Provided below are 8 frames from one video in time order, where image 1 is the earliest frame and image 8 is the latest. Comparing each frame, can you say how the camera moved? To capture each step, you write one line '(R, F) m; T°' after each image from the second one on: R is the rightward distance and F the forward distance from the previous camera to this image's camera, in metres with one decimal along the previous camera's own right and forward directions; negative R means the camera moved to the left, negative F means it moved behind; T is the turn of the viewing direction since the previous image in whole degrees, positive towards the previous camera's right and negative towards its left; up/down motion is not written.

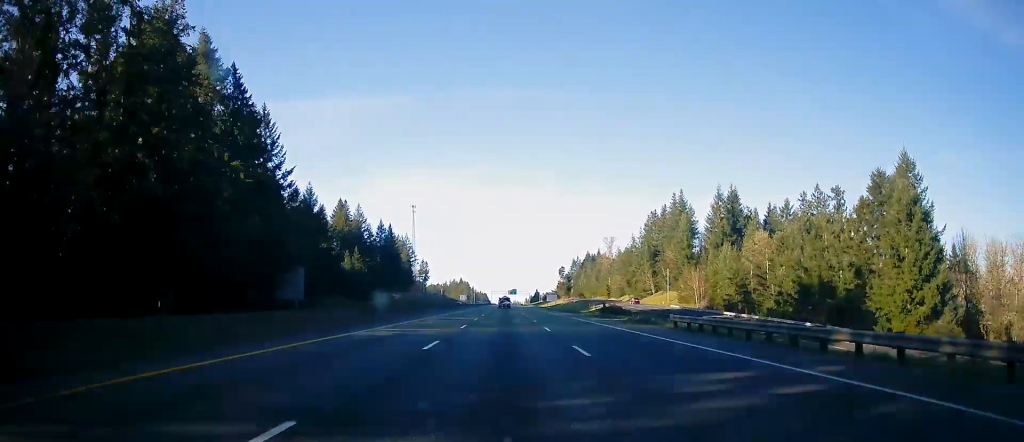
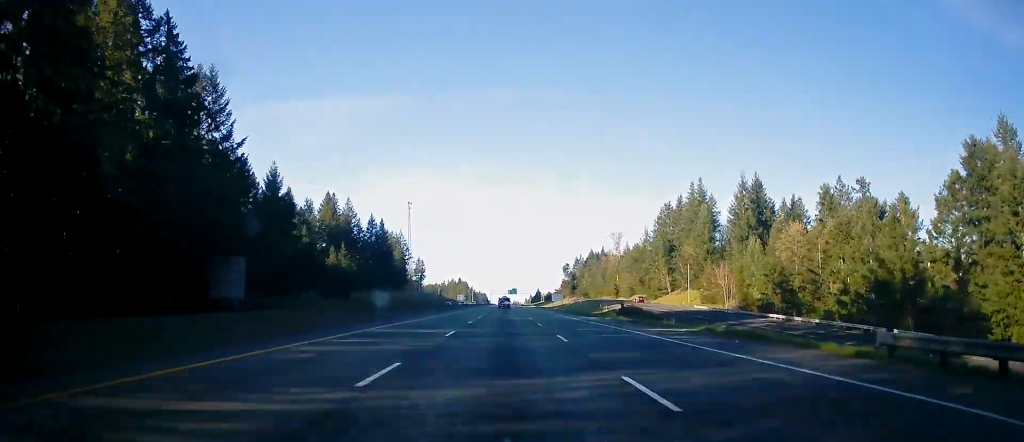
(-0.1, +18.8) m; 0°
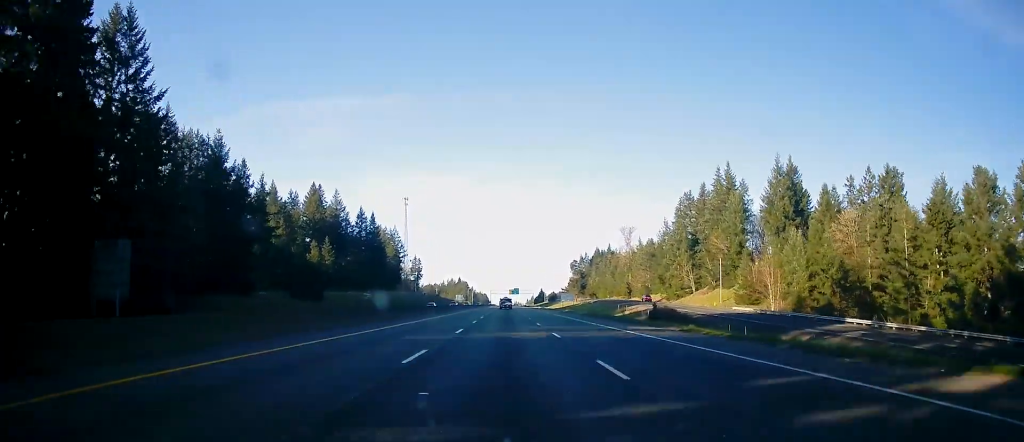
(0.0, +21.0) m; 0°
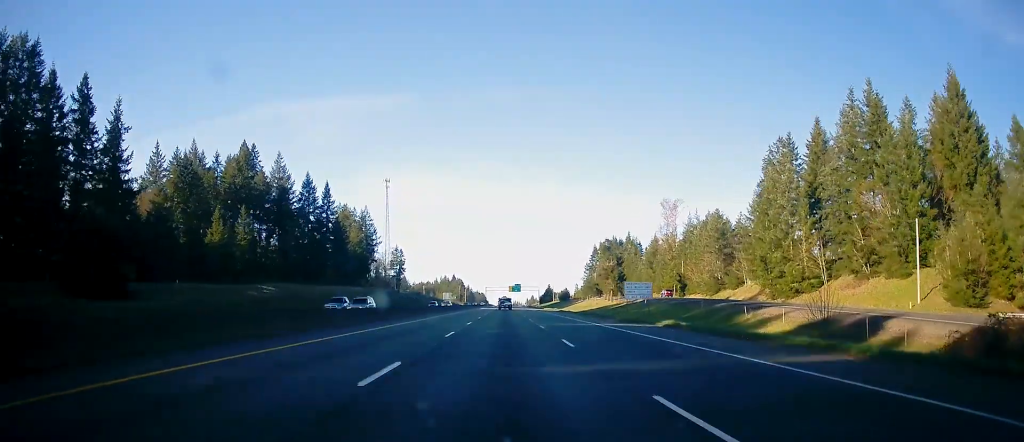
(+0.6, +64.0) m; +1°
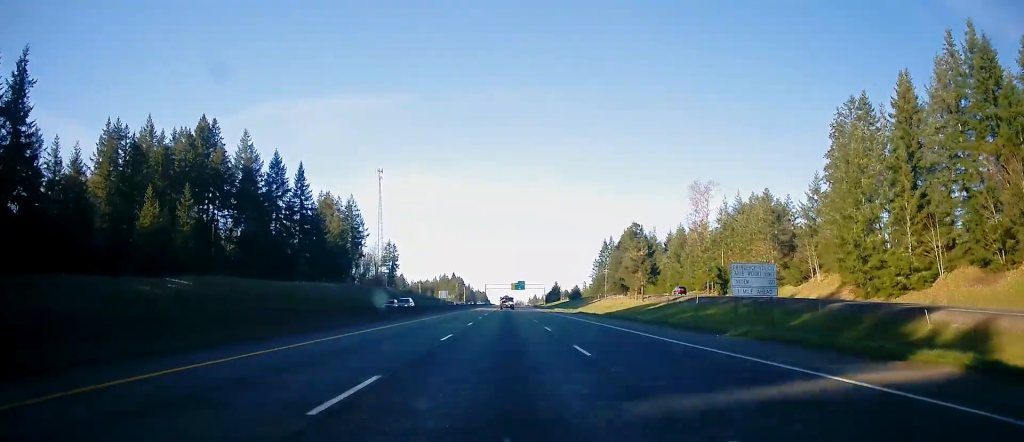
(-0.2, +26.5) m; -1°
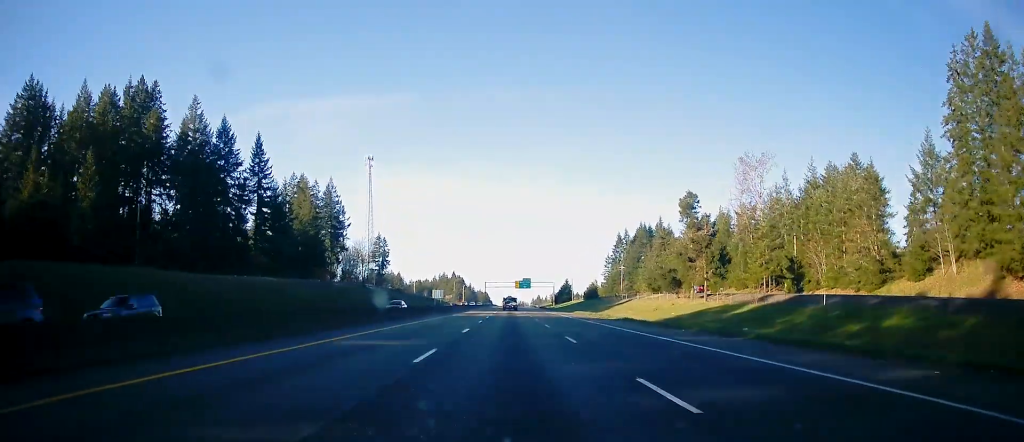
(-0.3, +32.0) m; 0°
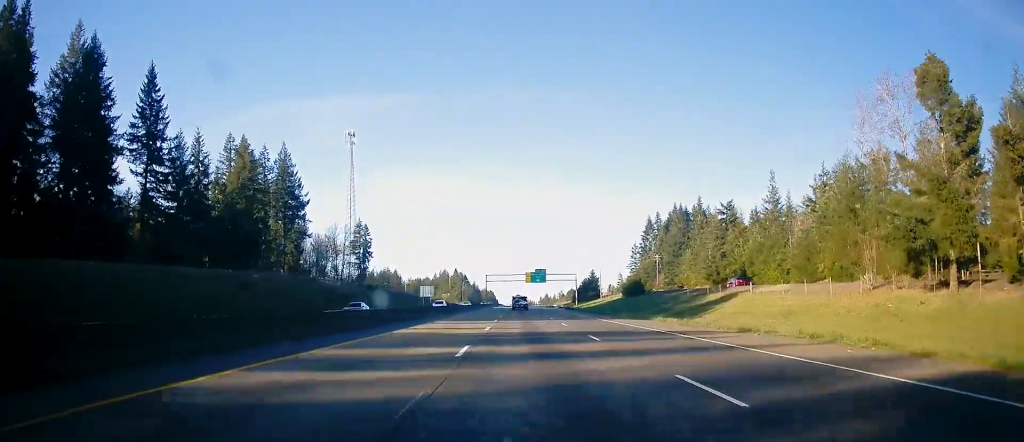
(+0.2, +47.4) m; 0°
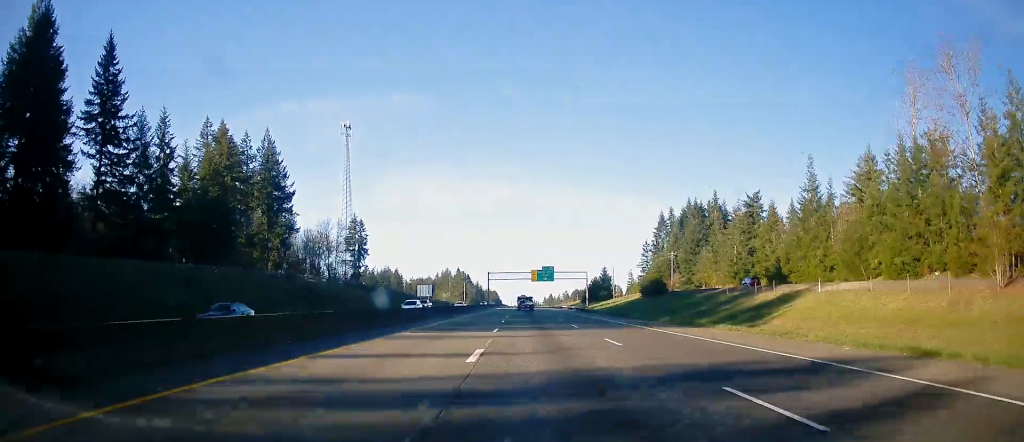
(-0.1, +13.2) m; 0°
